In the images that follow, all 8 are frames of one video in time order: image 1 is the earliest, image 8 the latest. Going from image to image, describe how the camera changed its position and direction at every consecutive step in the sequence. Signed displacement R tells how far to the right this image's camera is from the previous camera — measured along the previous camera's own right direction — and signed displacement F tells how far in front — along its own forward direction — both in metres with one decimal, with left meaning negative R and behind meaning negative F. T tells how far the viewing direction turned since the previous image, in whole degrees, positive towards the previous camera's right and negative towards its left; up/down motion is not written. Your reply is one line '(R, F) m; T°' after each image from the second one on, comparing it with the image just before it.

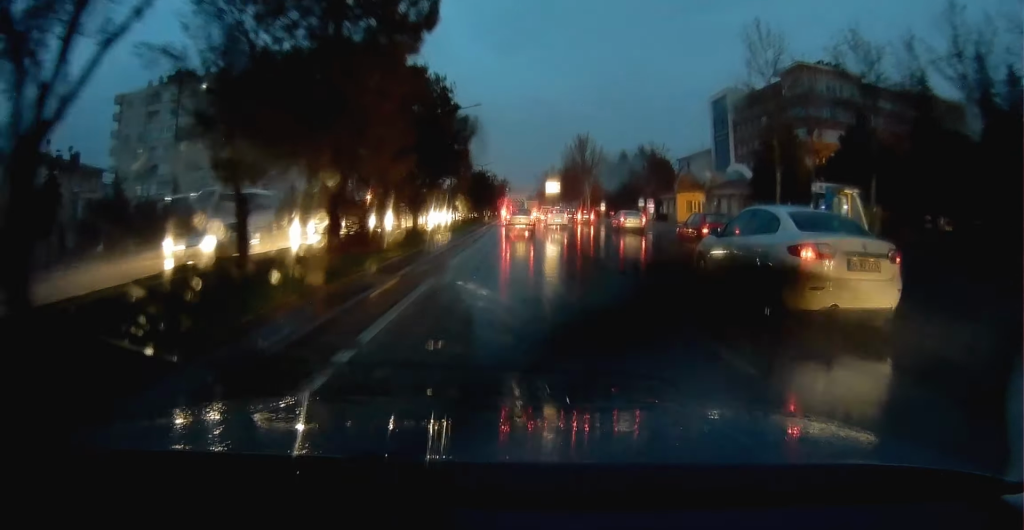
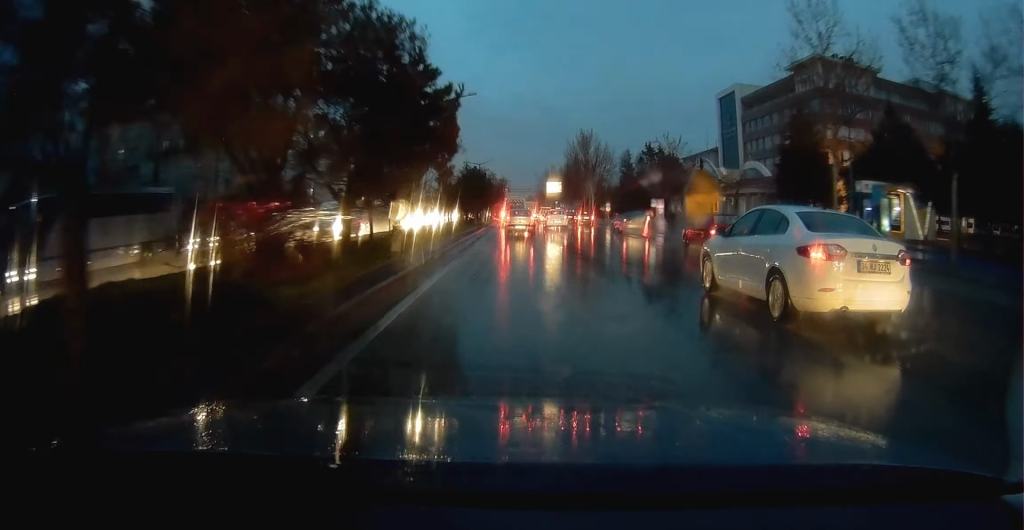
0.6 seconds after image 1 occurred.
(-0.2, +5.5) m; -1°
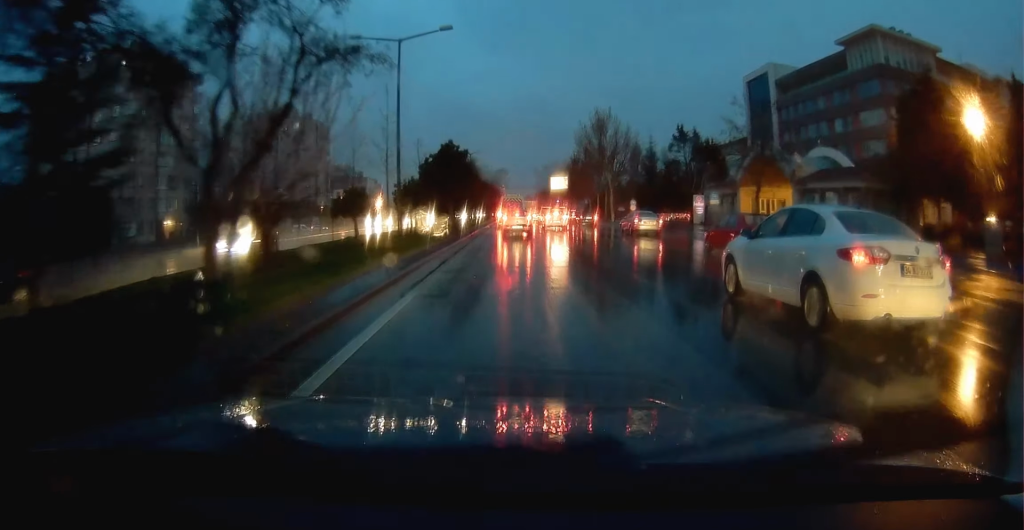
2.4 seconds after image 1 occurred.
(+0.2, +17.5) m; +2°
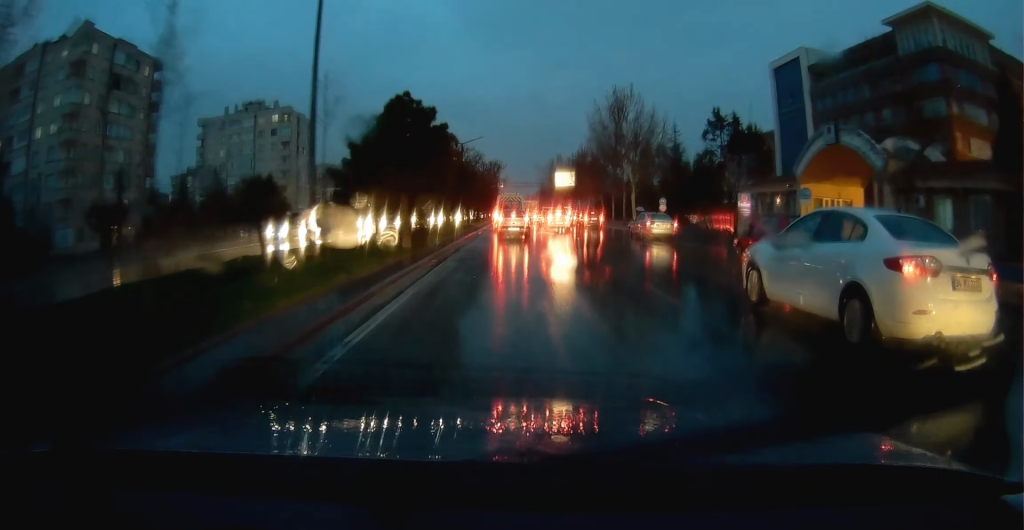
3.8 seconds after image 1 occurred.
(+0.3, +12.6) m; +1°
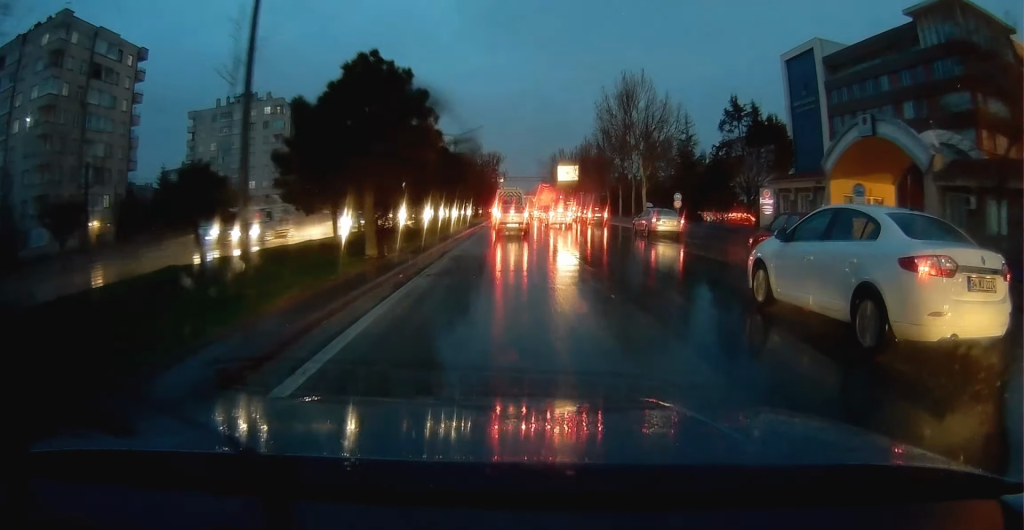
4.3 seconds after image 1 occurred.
(-0.1, +4.5) m; 0°
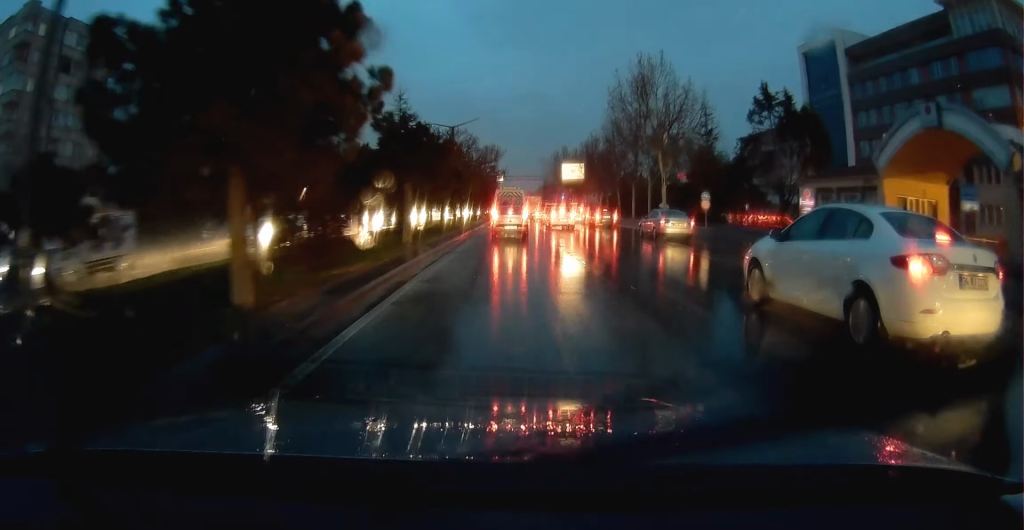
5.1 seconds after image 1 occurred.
(0.0, +7.0) m; 0°
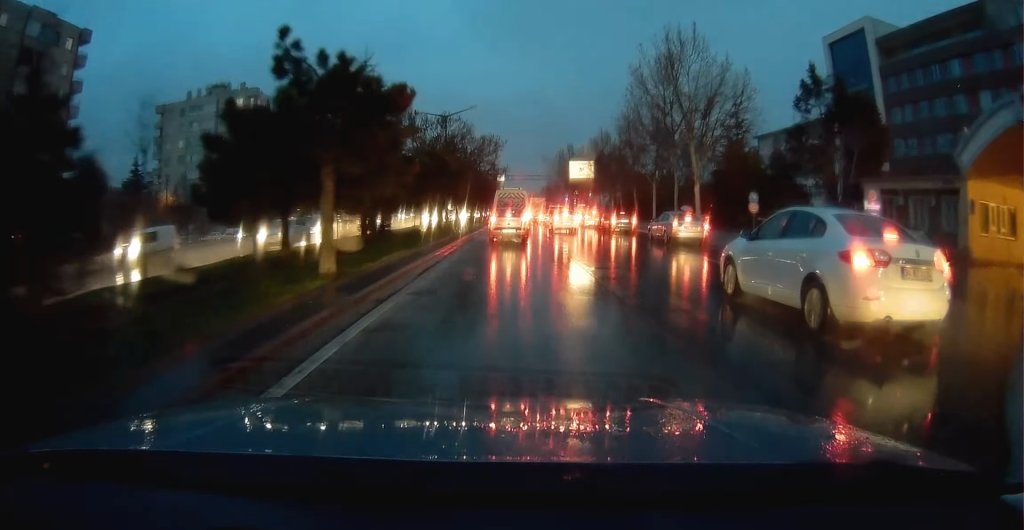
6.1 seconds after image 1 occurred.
(+0.1, +8.9) m; +2°
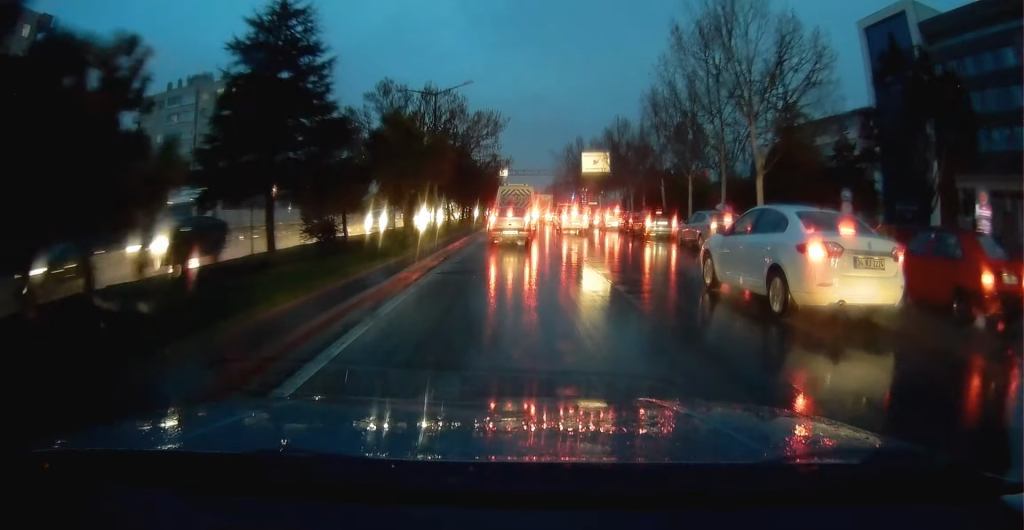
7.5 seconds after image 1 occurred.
(+0.2, +10.2) m; +2°
